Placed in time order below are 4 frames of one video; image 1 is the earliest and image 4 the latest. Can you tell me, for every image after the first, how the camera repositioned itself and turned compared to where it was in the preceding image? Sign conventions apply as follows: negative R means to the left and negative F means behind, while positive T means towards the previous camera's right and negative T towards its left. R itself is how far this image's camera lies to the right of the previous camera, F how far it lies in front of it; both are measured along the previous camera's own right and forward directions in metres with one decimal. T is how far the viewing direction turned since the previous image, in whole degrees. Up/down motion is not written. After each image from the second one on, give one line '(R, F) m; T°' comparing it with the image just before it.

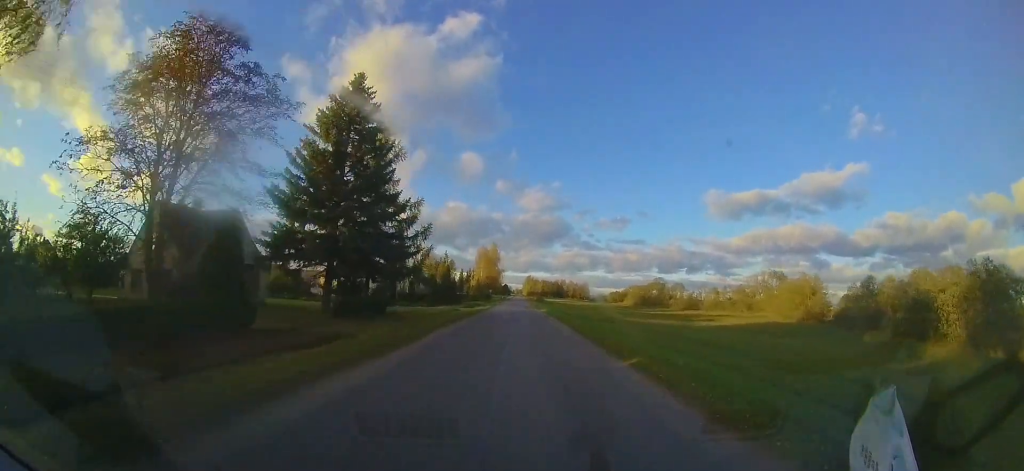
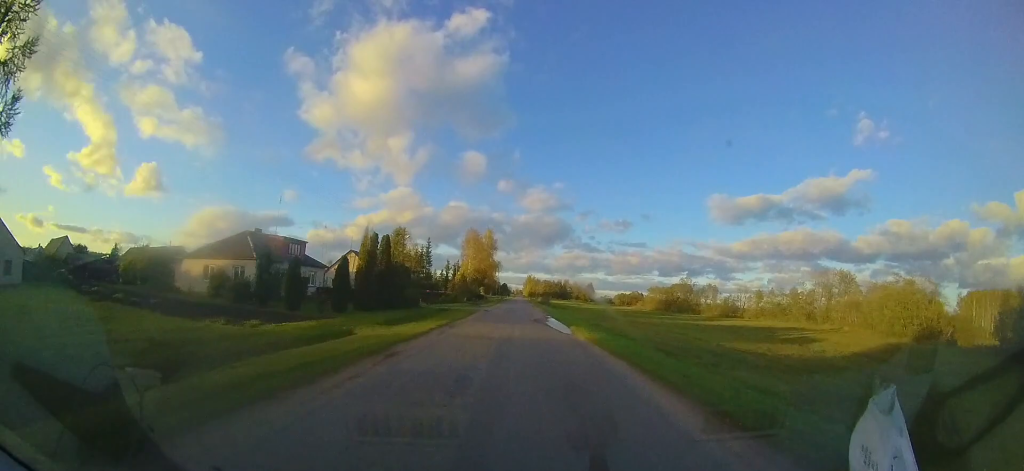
(+0.3, +26.9) m; 0°
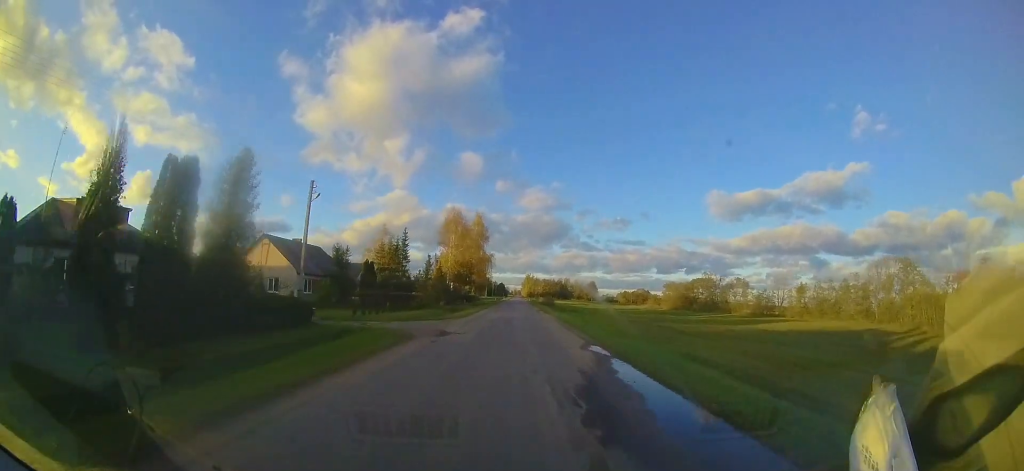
(-0.1, +20.3) m; 0°
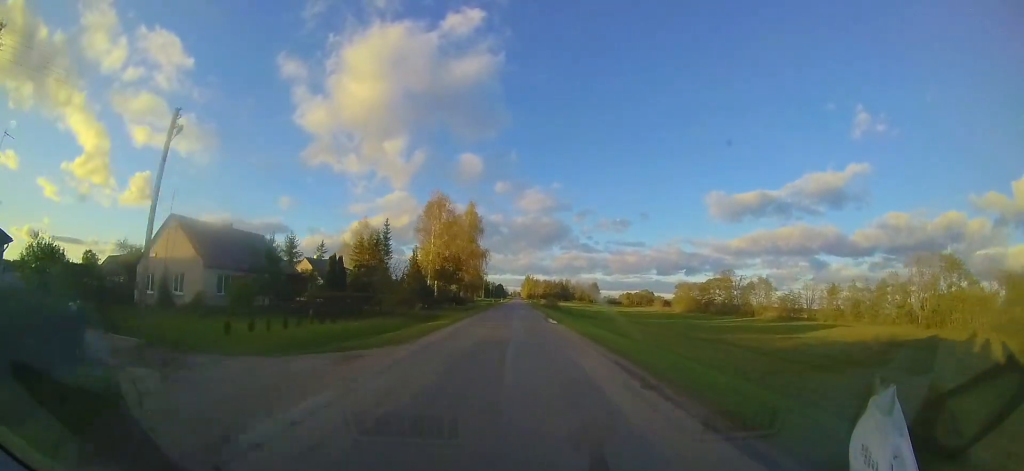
(0.0, +11.5) m; 0°
